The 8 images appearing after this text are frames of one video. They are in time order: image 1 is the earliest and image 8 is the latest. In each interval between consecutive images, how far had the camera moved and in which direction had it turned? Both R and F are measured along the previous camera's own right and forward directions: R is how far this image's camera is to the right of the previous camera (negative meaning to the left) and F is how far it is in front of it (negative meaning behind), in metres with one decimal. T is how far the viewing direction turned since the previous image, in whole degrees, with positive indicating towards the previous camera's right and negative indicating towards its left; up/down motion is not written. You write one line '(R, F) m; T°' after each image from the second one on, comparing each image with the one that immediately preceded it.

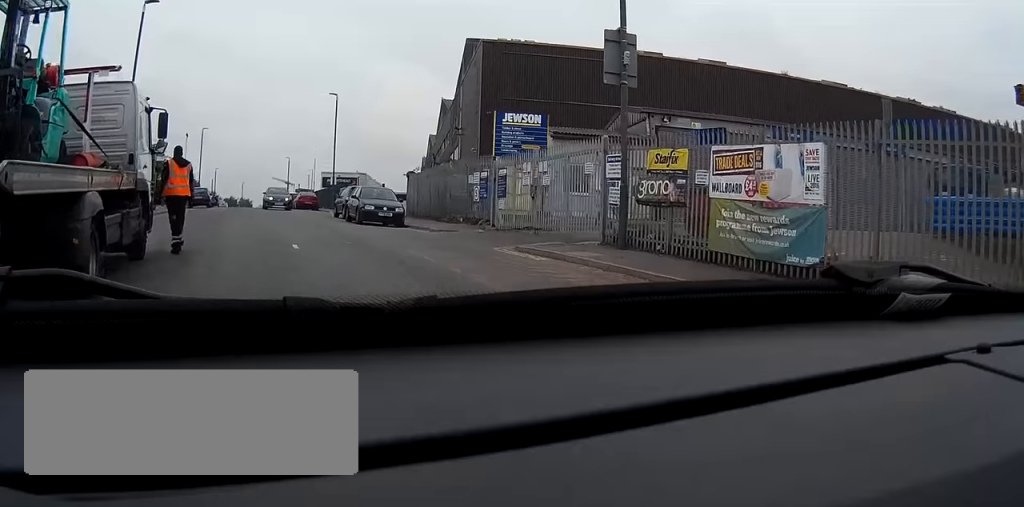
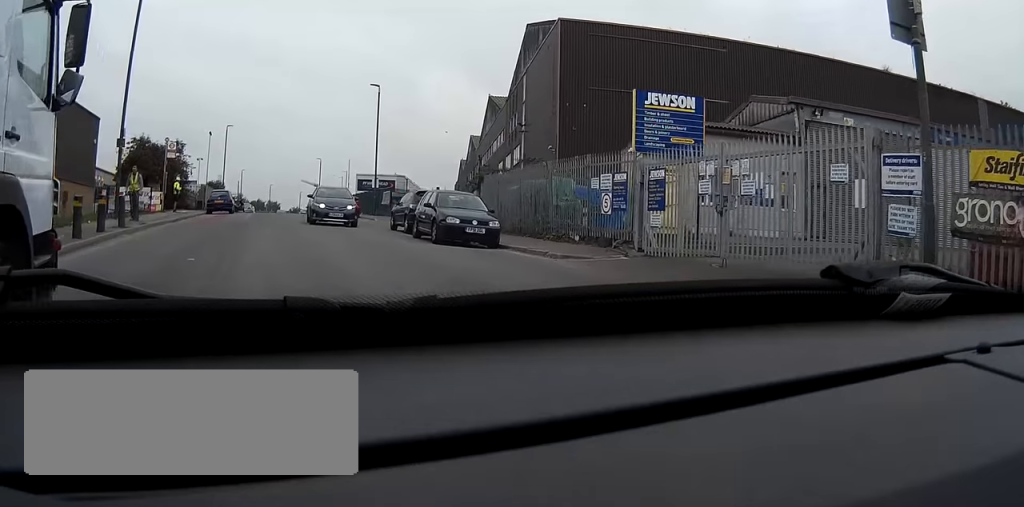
(-0.3, +8.0) m; -2°
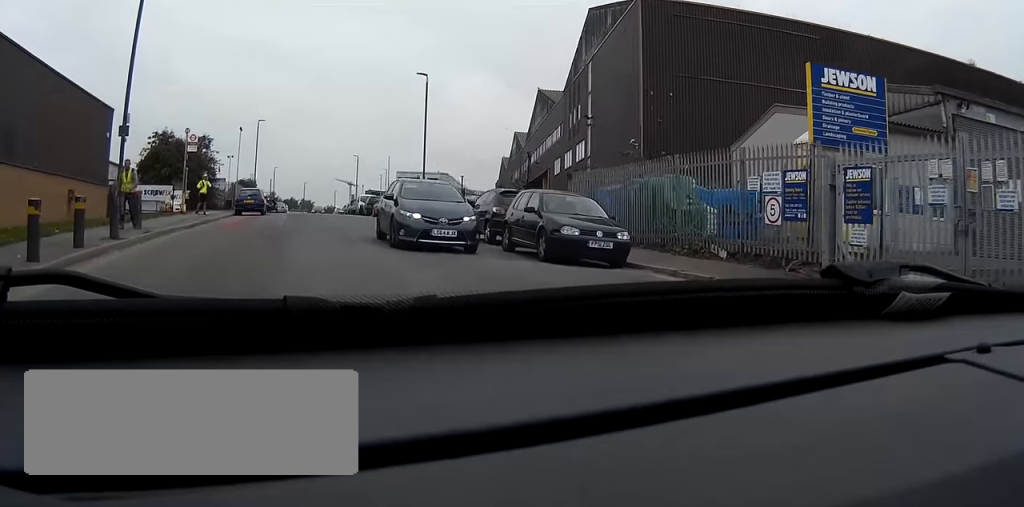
(0.0, +5.0) m; 0°
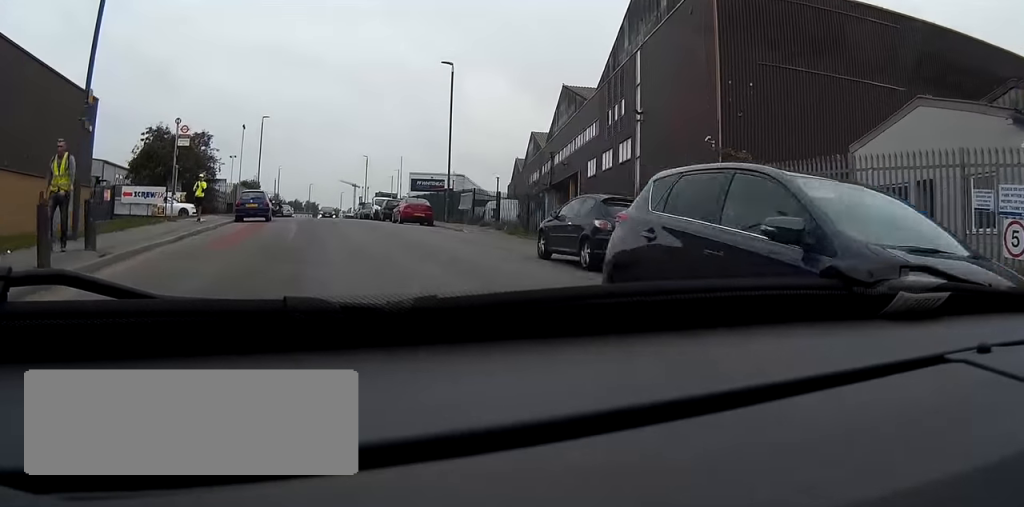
(0.0, +5.5) m; 0°
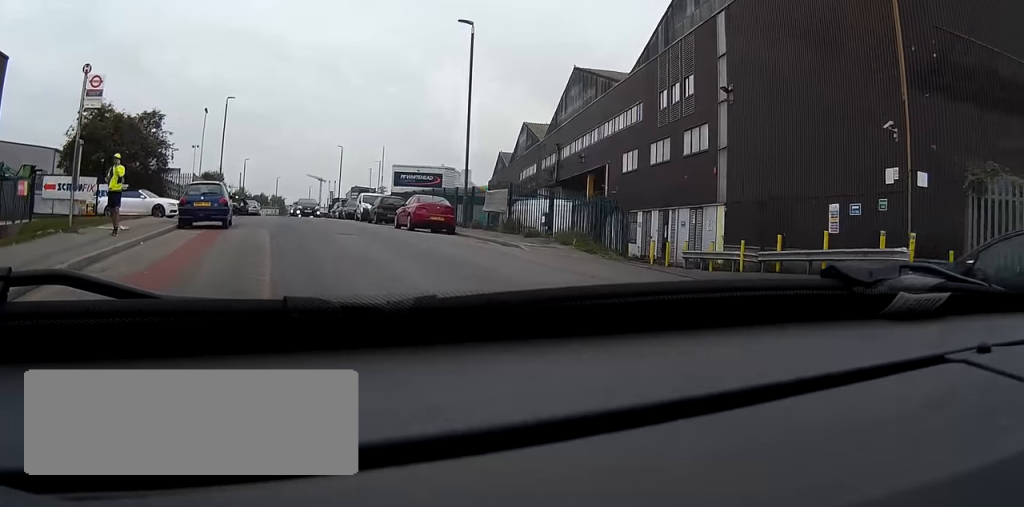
(0.0, +10.8) m; +1°
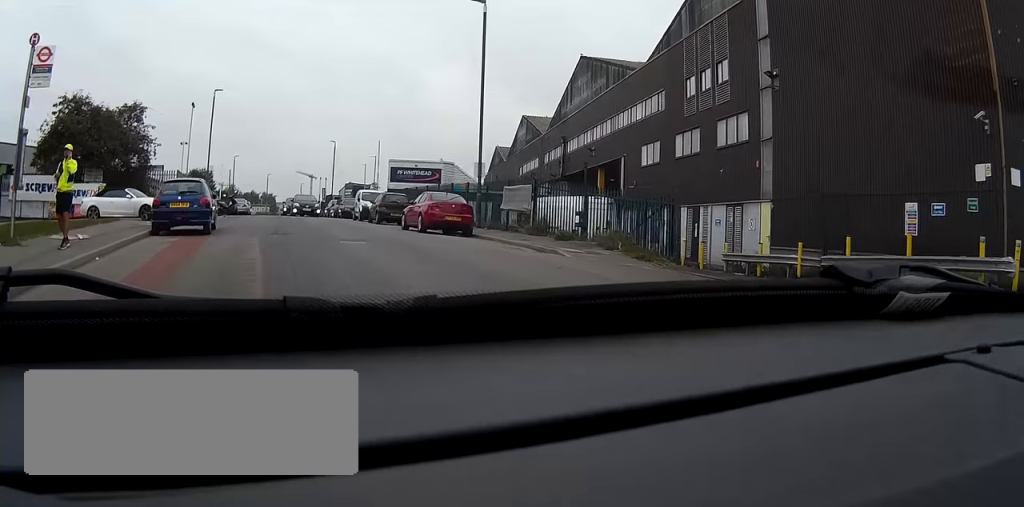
(+0.1, +3.6) m; +1°
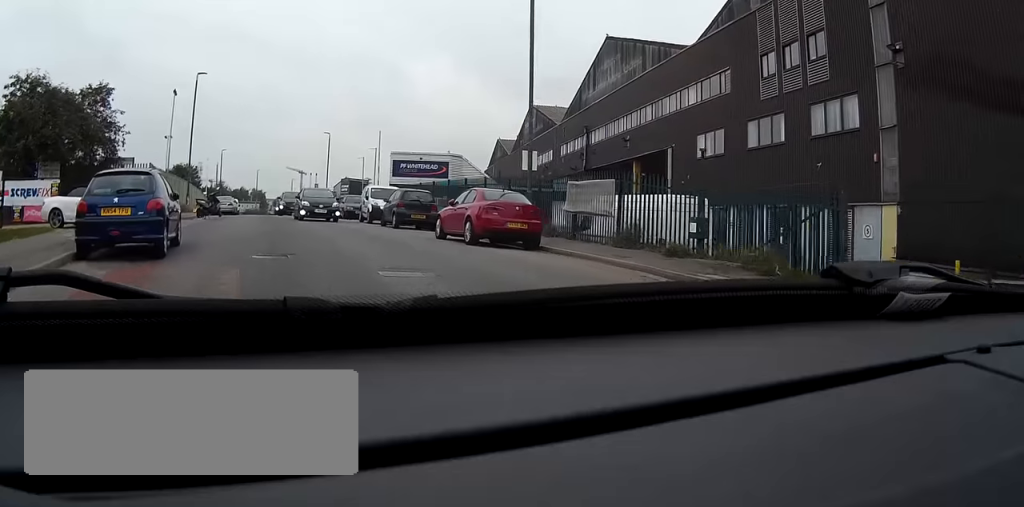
(+0.1, +6.9) m; 0°
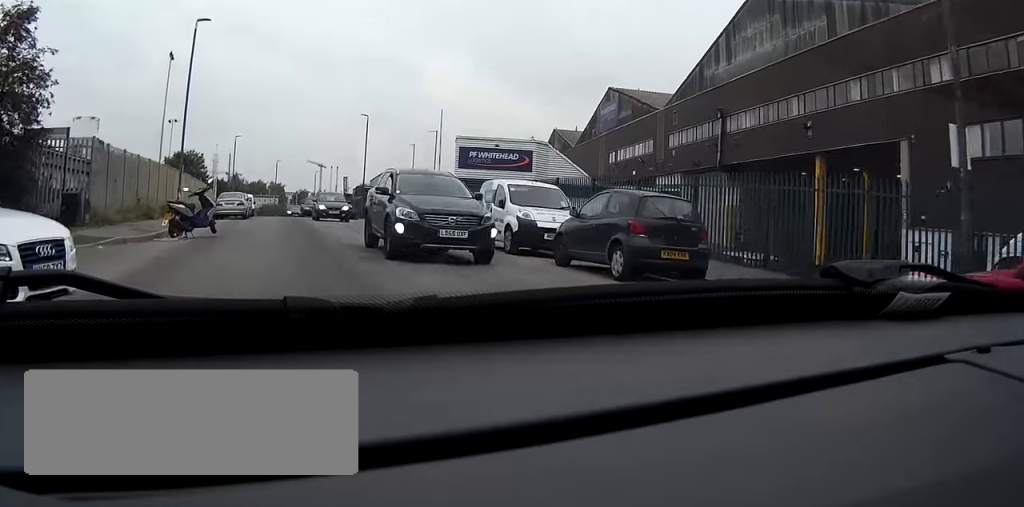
(-0.3, +16.5) m; -3°
